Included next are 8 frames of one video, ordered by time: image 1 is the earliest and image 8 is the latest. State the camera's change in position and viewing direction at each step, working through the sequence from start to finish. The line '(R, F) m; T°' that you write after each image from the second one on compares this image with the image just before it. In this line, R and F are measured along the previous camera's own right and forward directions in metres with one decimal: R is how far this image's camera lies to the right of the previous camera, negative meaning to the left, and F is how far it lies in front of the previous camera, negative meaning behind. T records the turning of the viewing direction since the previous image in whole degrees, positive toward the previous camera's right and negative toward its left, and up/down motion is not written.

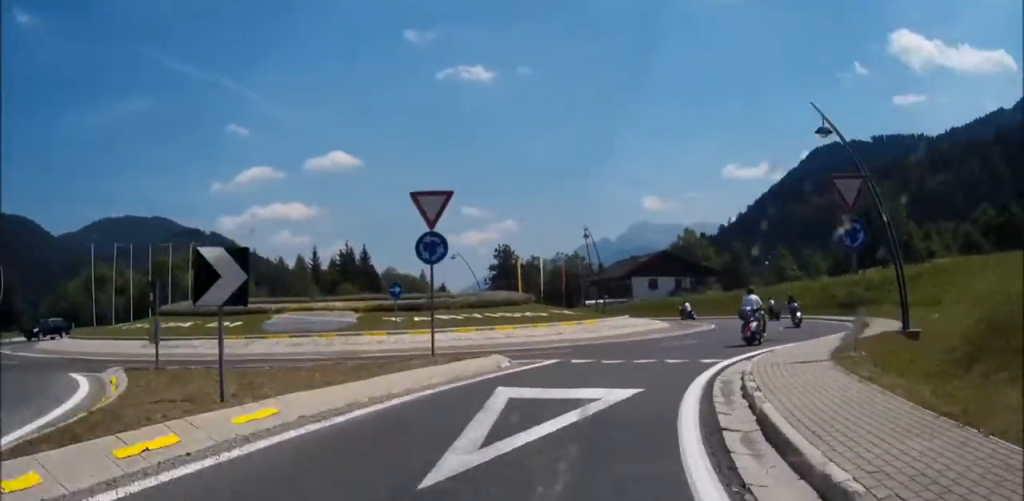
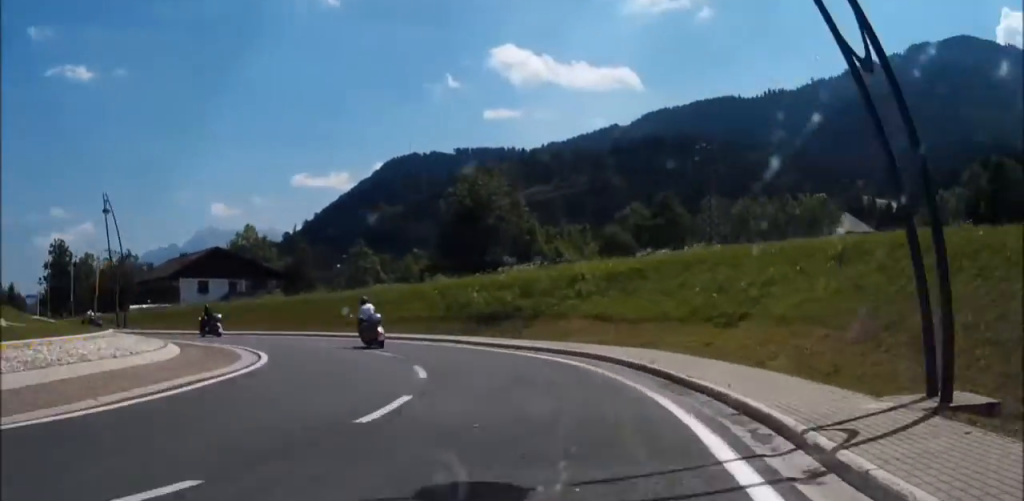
(+1.2, +19.8) m; -2°
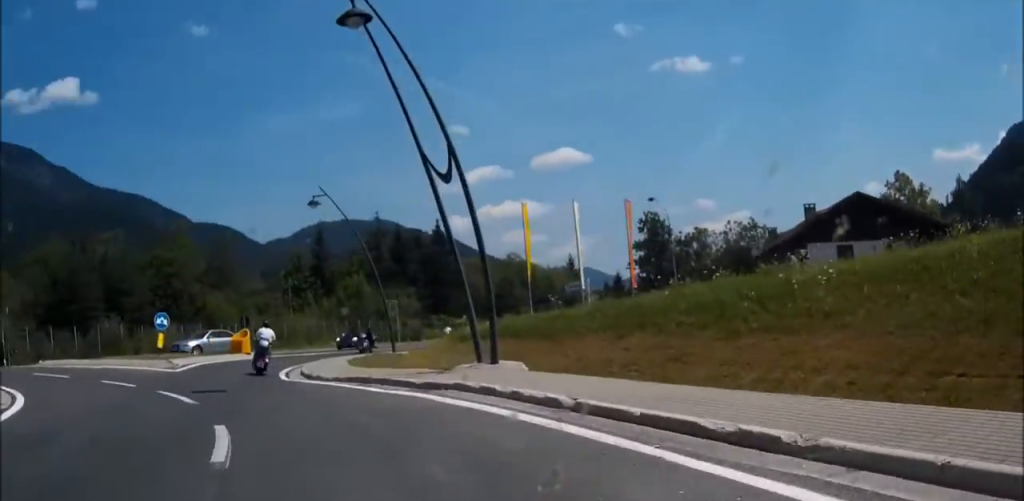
(-12.3, +26.9) m; -44°
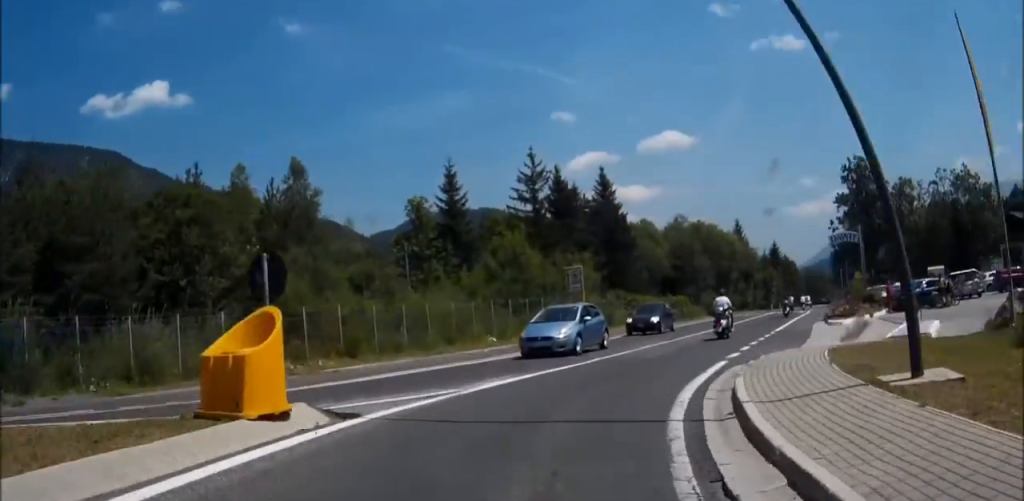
(+2.1, +26.5) m; +18°
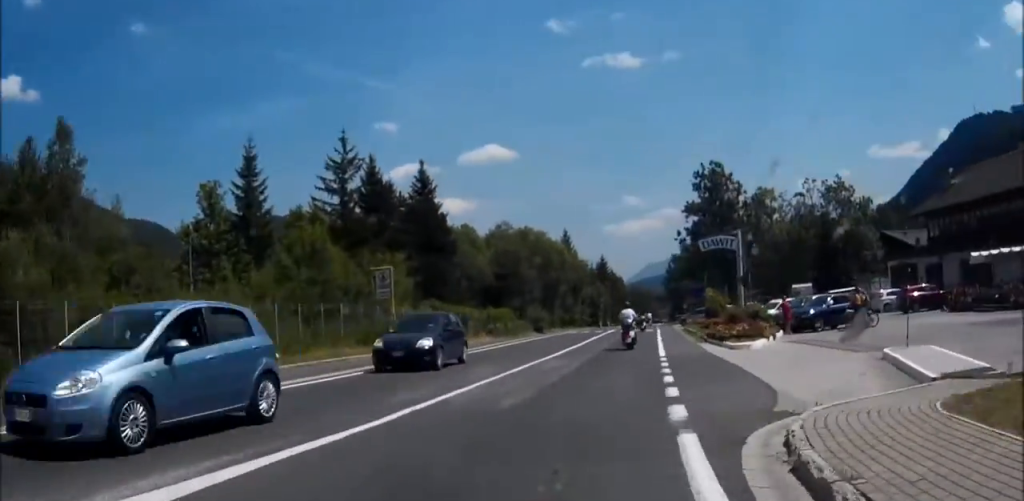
(+1.0, +8.2) m; +7°
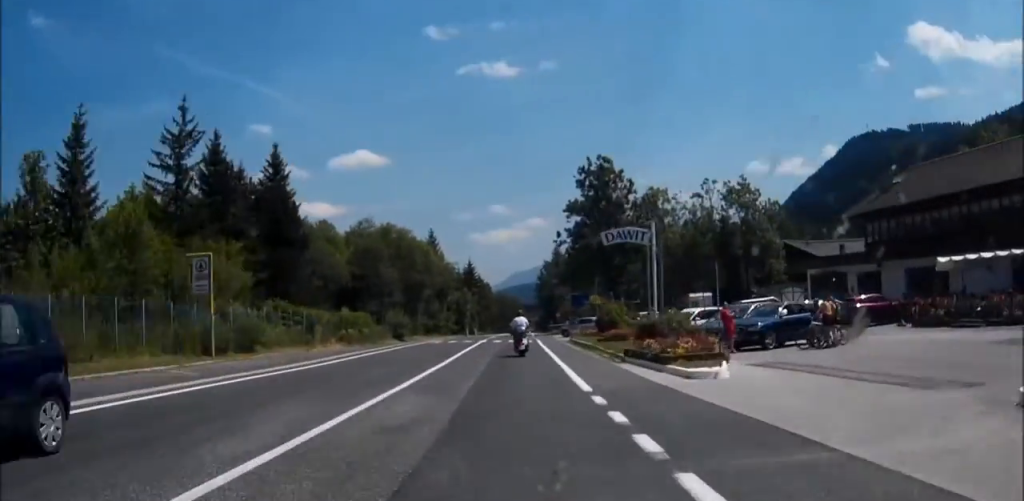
(+0.5, +7.9) m; +3°
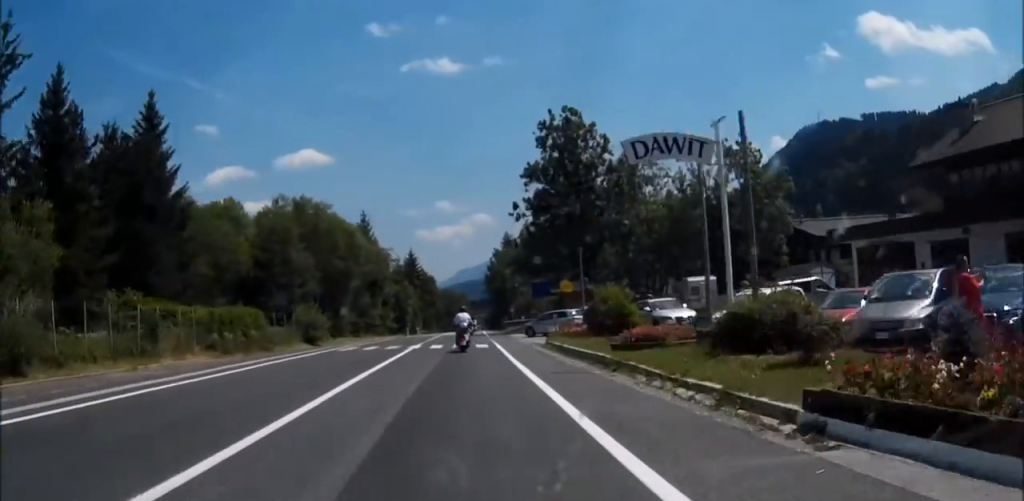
(+0.7, +13.6) m; 0°
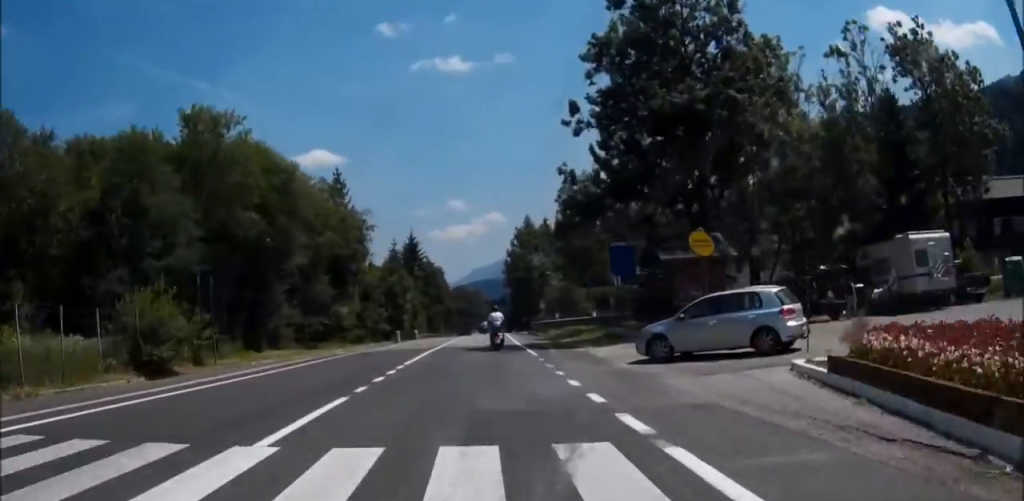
(-0.7, +24.4) m; 0°
